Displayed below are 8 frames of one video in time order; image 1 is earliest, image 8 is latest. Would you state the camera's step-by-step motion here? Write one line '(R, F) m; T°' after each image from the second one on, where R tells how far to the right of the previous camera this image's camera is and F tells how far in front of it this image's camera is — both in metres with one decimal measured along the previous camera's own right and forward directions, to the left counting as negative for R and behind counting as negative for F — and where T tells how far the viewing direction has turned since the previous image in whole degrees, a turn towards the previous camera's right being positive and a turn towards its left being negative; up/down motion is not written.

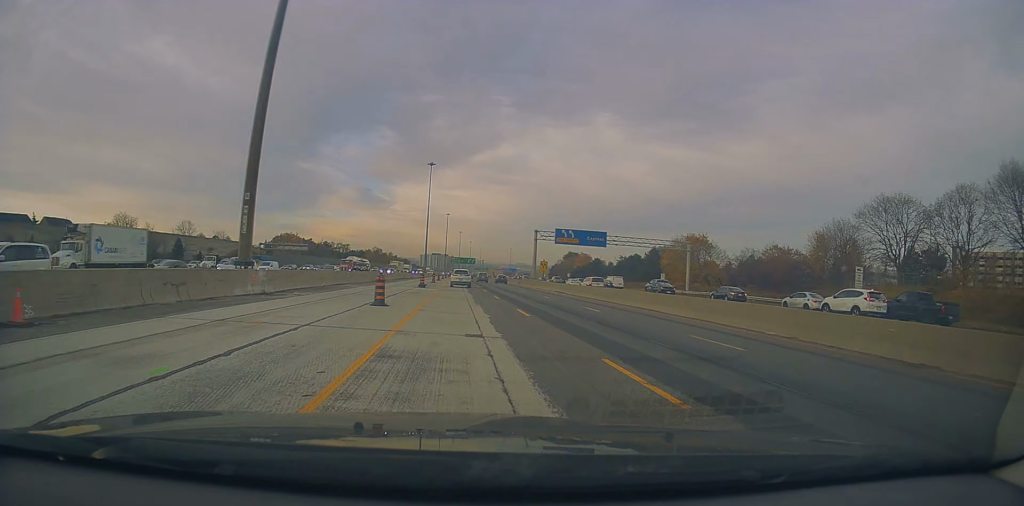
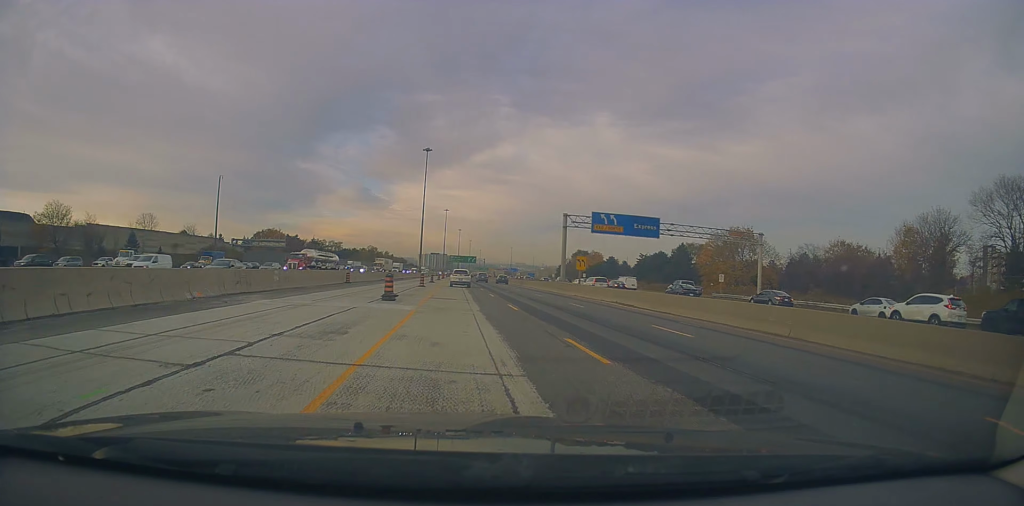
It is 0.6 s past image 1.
(0.0, +21.0) m; 0°
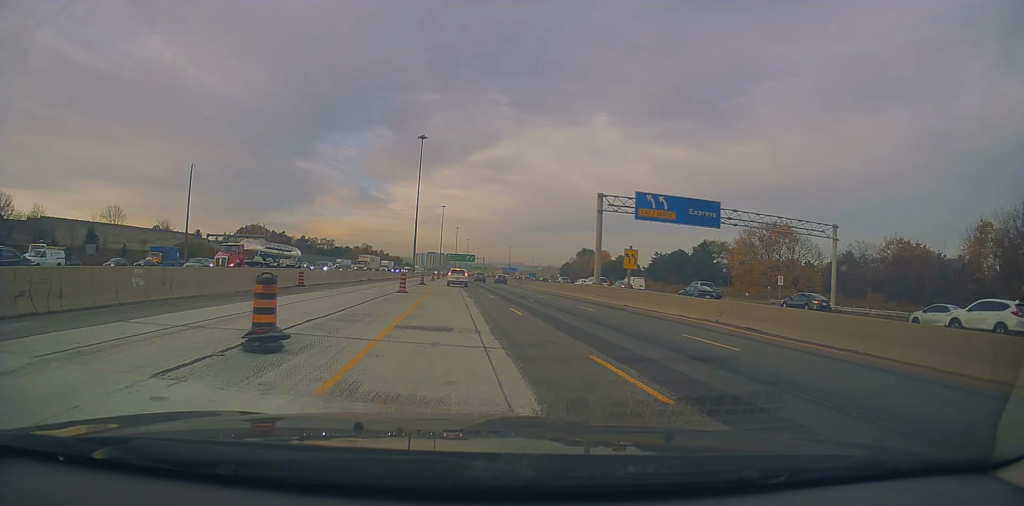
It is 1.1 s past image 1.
(-0.2, +14.7) m; -1°
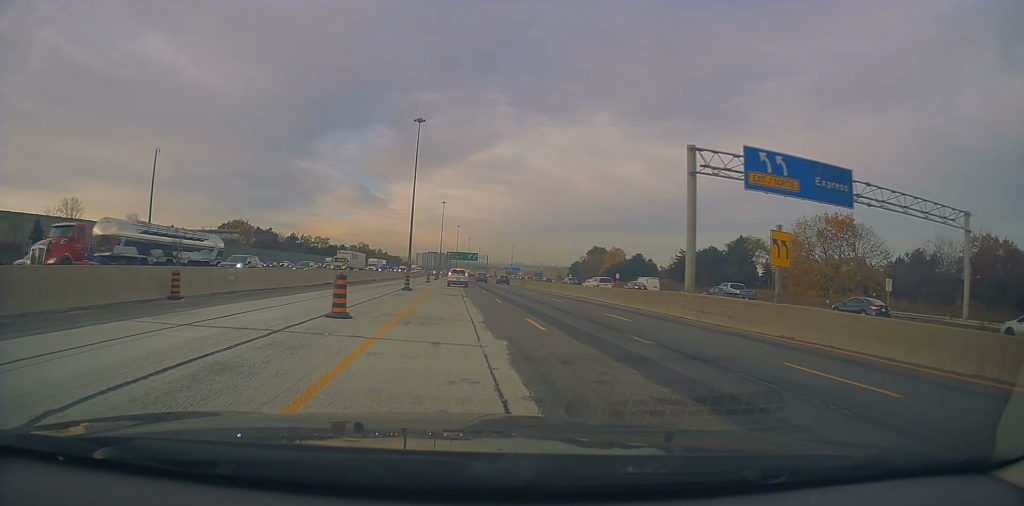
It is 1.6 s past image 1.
(-0.1, +16.5) m; 0°
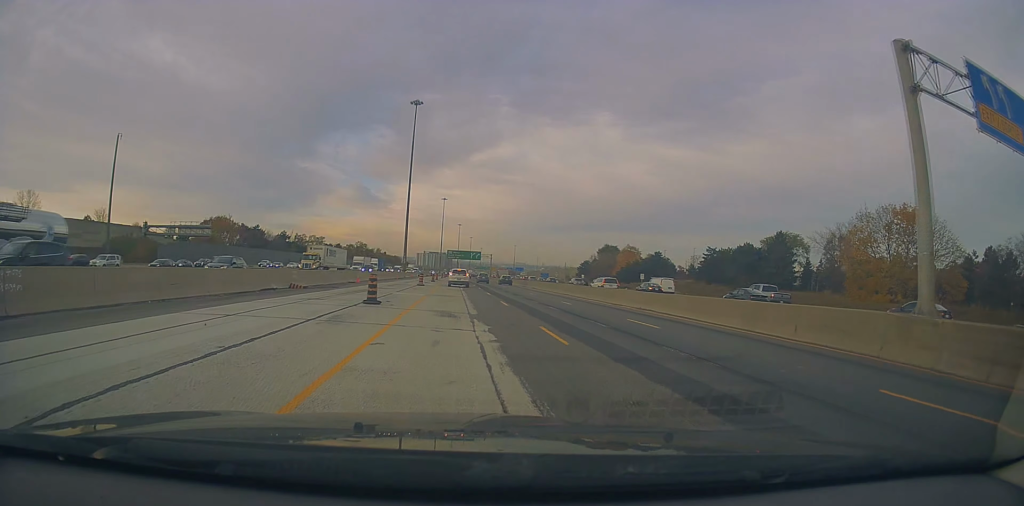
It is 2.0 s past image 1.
(0.0, +14.6) m; 0°
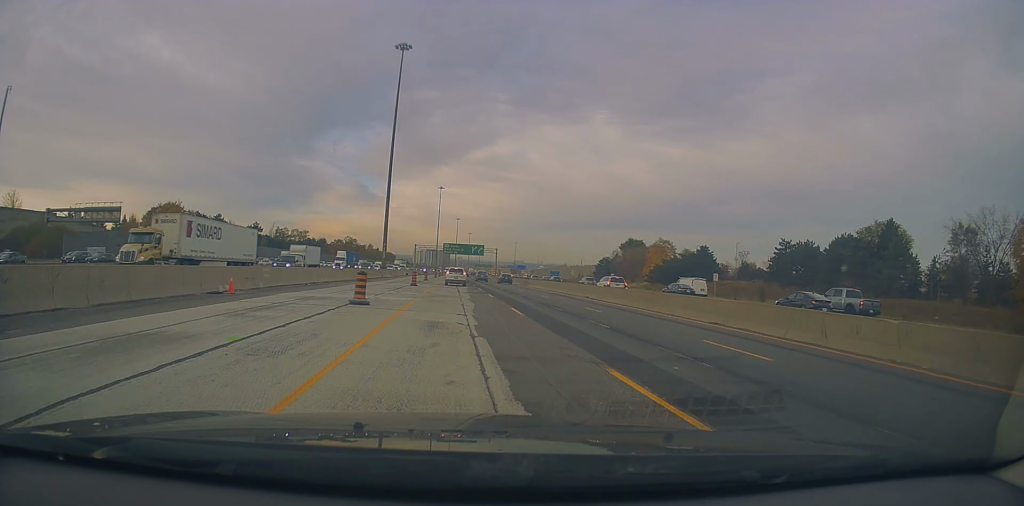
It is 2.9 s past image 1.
(+0.1, +29.9) m; +1°
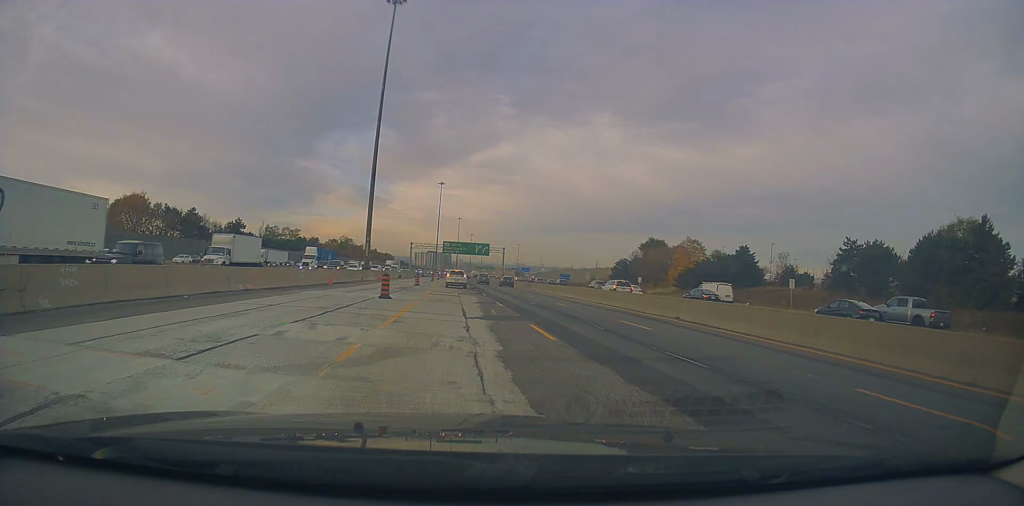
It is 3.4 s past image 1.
(0.0, +18.2) m; 0°
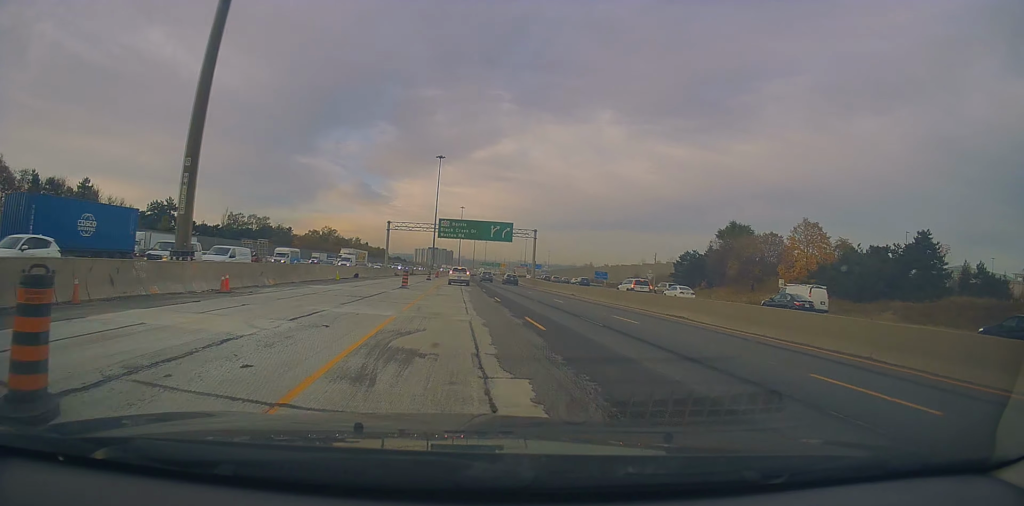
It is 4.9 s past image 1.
(+0.2, +47.0) m; 0°
